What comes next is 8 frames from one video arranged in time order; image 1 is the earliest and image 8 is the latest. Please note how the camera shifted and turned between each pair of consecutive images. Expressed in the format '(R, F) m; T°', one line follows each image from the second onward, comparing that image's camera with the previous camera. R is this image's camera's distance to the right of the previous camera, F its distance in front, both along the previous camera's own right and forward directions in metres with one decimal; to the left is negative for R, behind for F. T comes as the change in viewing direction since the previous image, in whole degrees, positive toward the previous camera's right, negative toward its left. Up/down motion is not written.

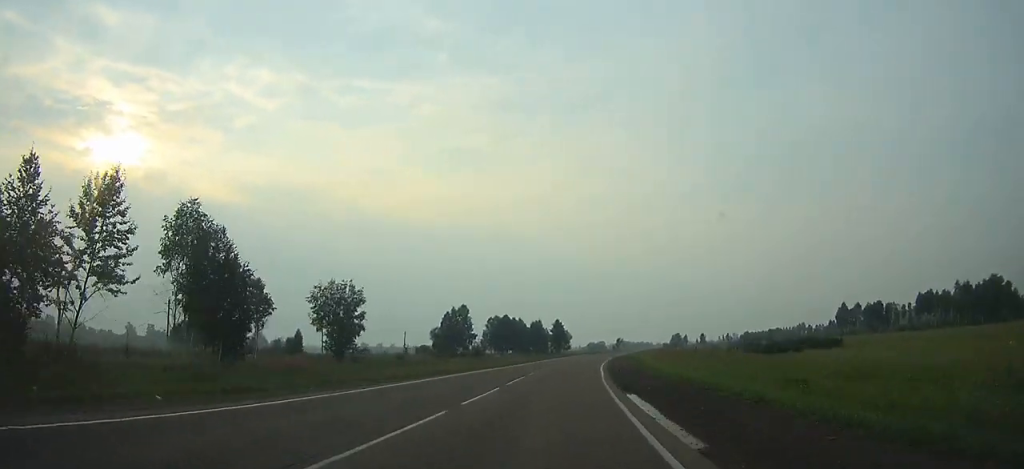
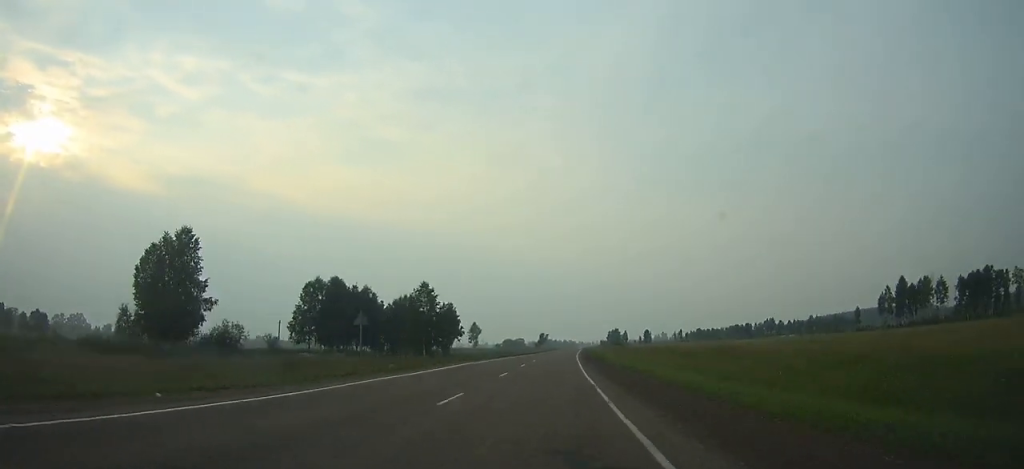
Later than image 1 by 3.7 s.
(+5.6, +81.7) m; +6°
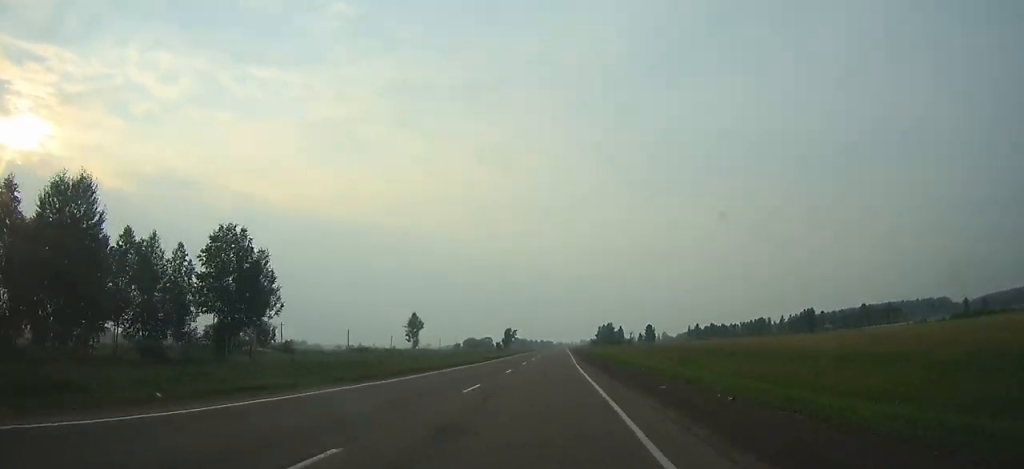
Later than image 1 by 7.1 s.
(+2.6, +79.5) m; +3°
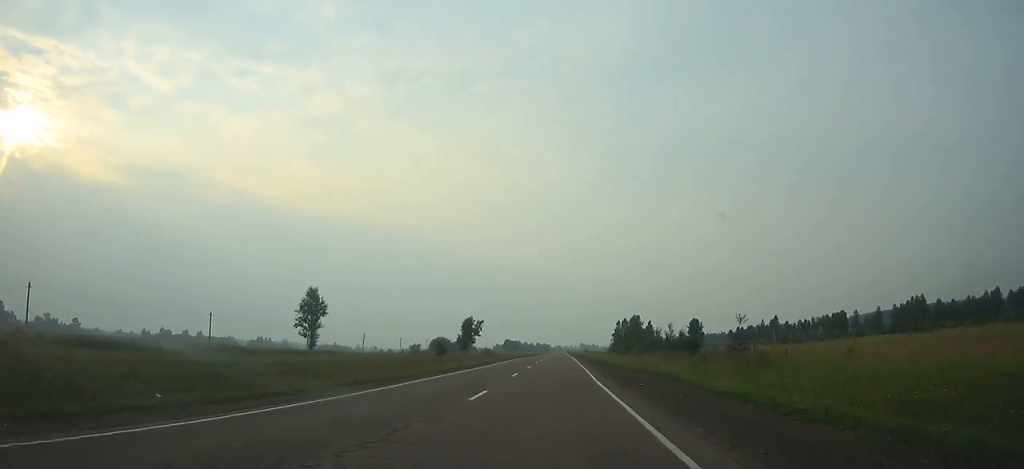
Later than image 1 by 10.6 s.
(+0.9, +85.6) m; +1°
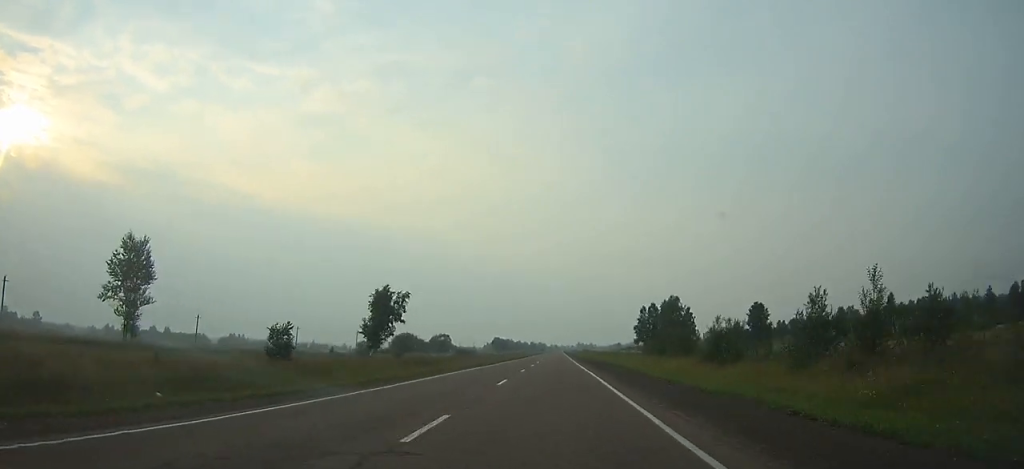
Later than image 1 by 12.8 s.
(+0.2, +53.9) m; 0°
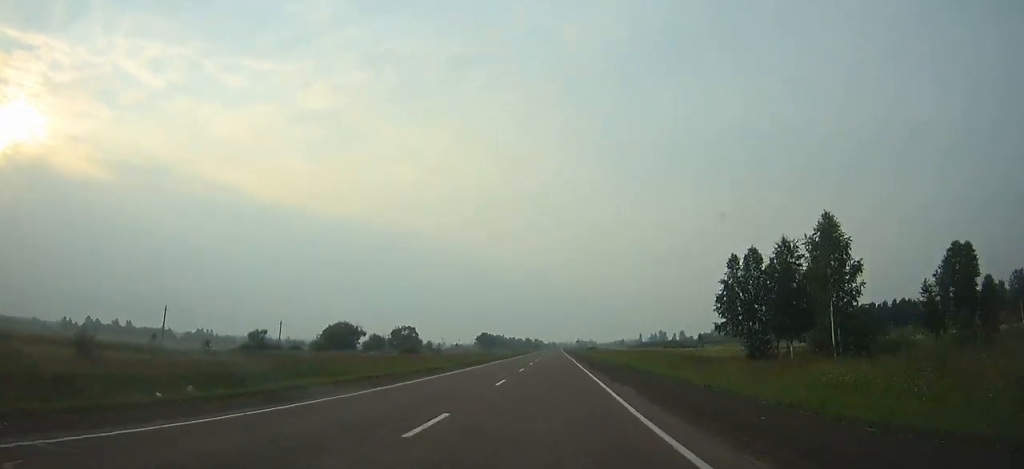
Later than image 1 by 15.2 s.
(+0.1, +58.5) m; 0°
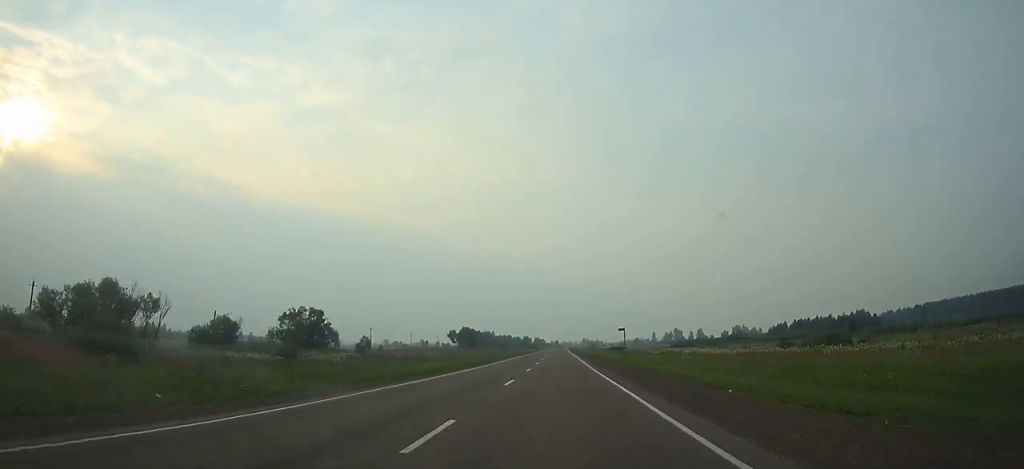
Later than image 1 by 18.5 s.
(0.0, +80.3) m; 0°
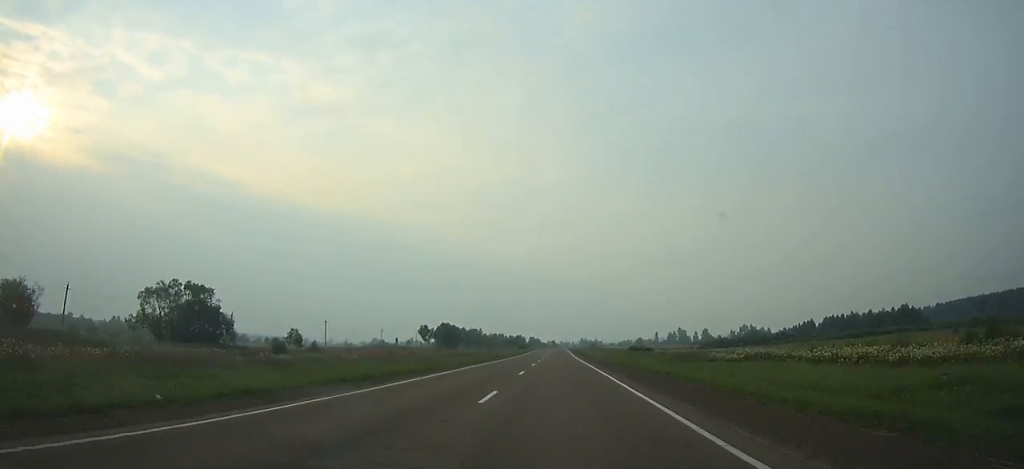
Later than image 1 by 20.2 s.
(0.0, +41.8) m; 0°
